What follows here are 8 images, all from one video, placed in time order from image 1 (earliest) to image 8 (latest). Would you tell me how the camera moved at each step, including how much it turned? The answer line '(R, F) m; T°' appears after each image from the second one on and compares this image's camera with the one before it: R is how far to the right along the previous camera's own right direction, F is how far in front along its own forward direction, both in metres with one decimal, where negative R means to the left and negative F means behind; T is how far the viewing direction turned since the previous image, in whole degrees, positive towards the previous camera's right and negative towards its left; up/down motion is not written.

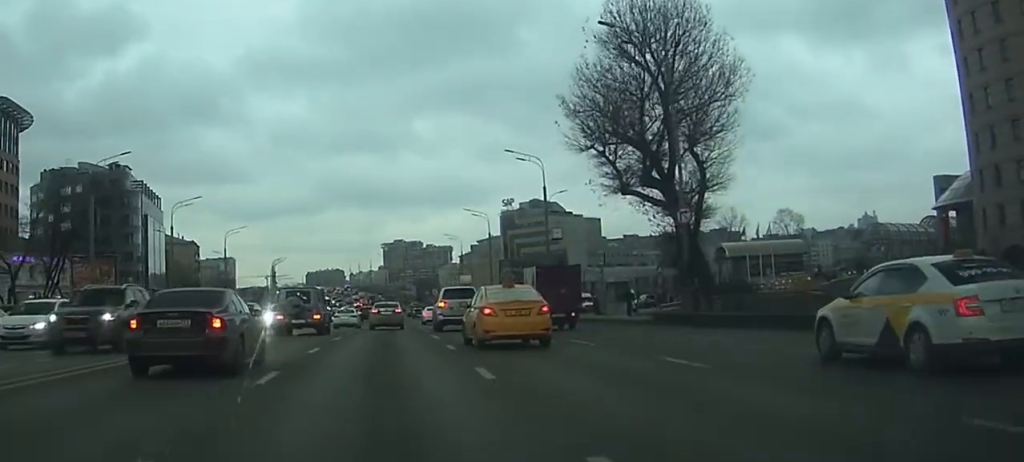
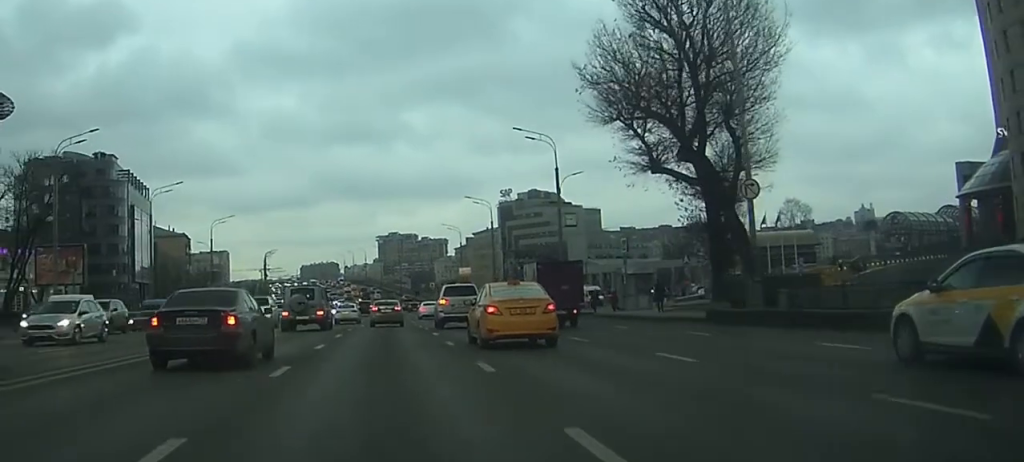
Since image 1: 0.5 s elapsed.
(0.0, +7.3) m; +1°
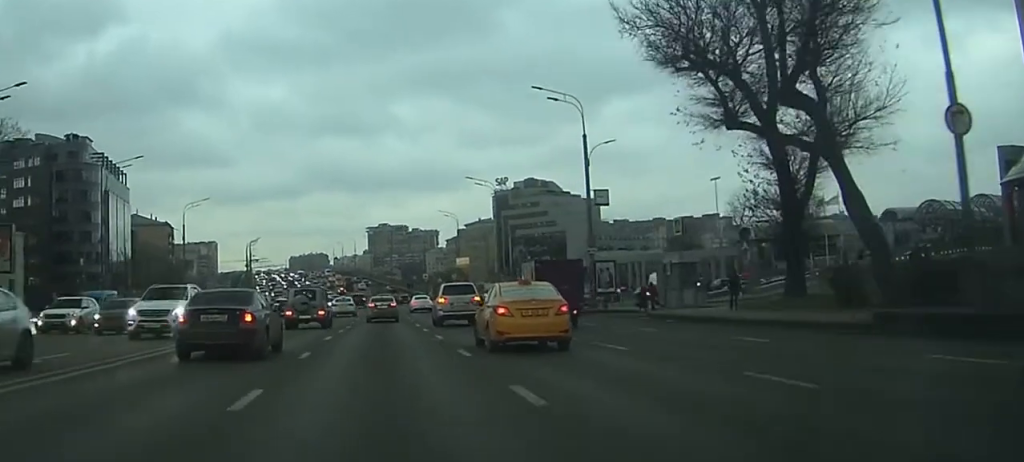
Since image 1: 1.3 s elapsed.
(+0.2, +12.3) m; +1°
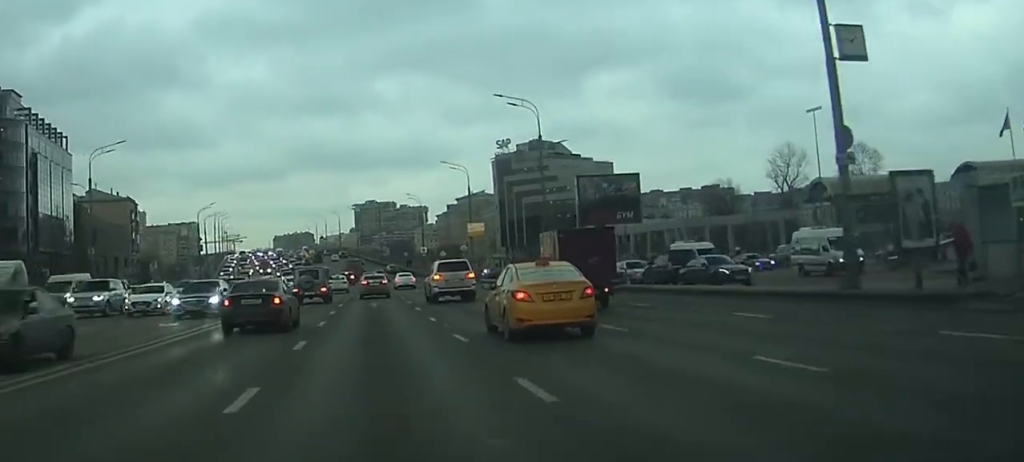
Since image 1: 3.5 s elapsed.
(+0.4, +32.6) m; +1°
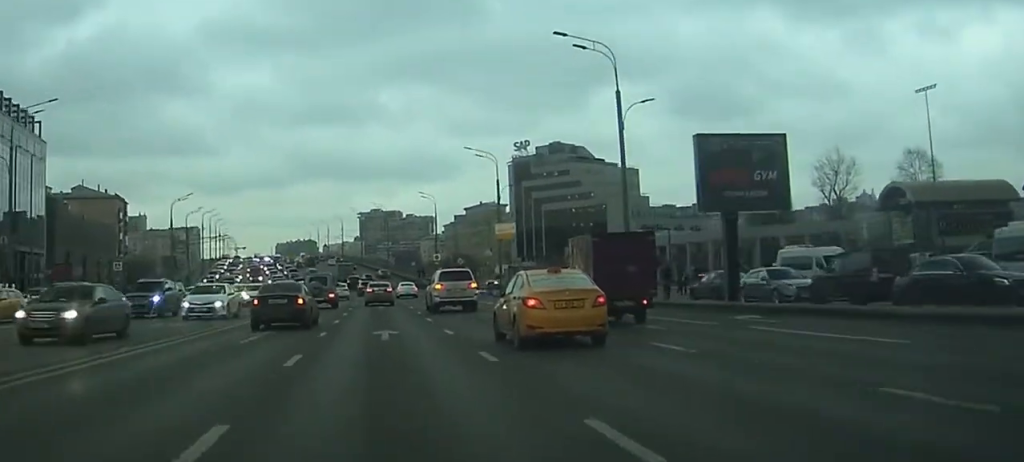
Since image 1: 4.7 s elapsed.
(+0.2, +19.2) m; +1°
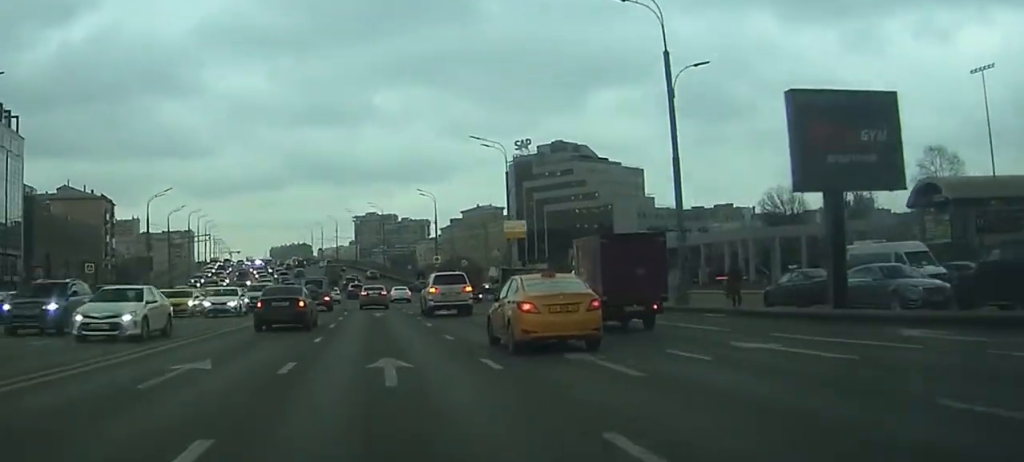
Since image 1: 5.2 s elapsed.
(0.0, +8.7) m; 0°
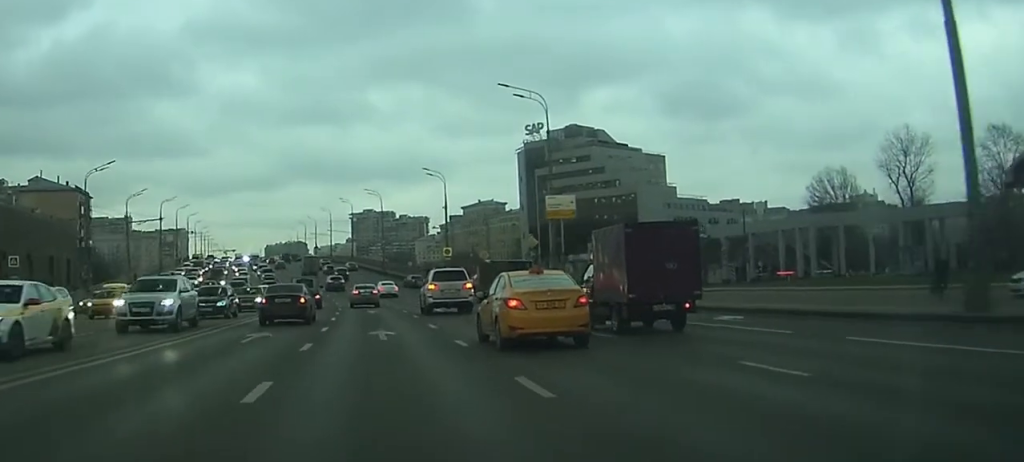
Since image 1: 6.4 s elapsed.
(-0.2, +19.9) m; -3°
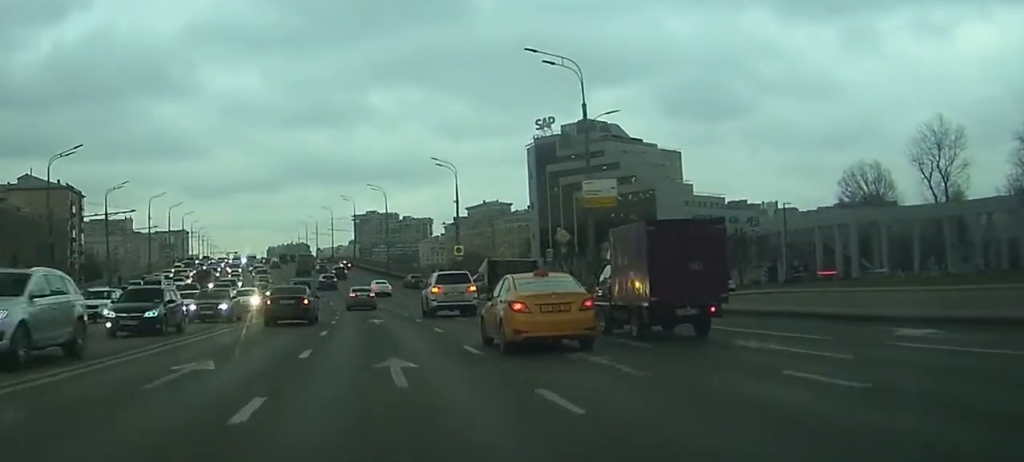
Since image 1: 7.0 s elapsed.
(-0.4, +9.5) m; -1°
